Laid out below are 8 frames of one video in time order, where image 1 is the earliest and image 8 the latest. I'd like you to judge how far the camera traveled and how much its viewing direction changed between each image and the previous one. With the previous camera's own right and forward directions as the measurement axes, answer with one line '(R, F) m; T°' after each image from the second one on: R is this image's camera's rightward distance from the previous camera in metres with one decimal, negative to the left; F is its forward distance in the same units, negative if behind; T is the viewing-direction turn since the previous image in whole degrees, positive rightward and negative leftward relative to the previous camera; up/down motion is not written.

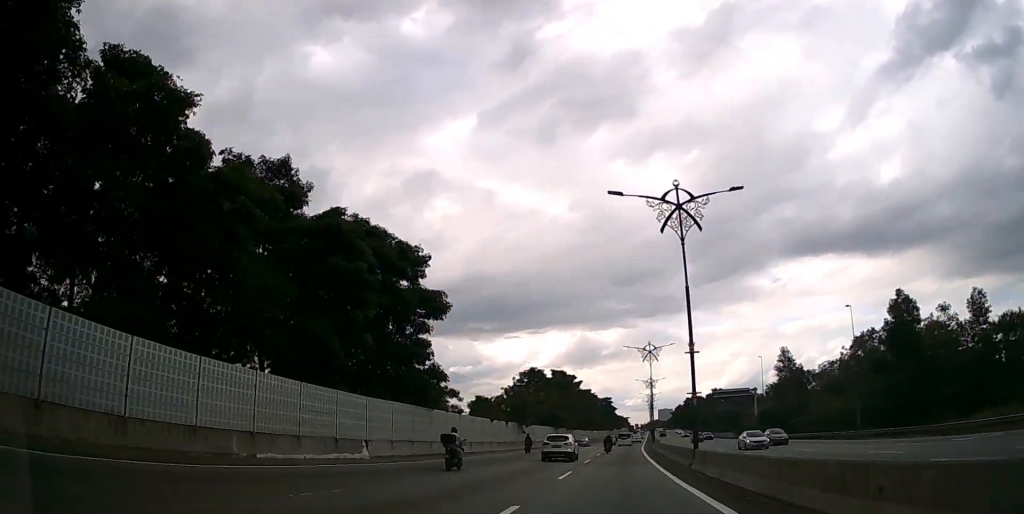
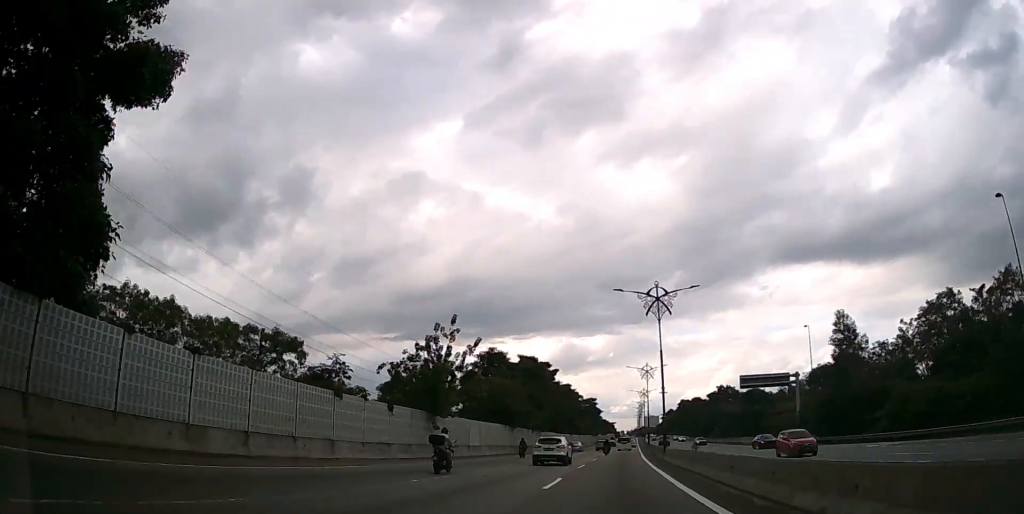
(+0.4, +27.5) m; +2°
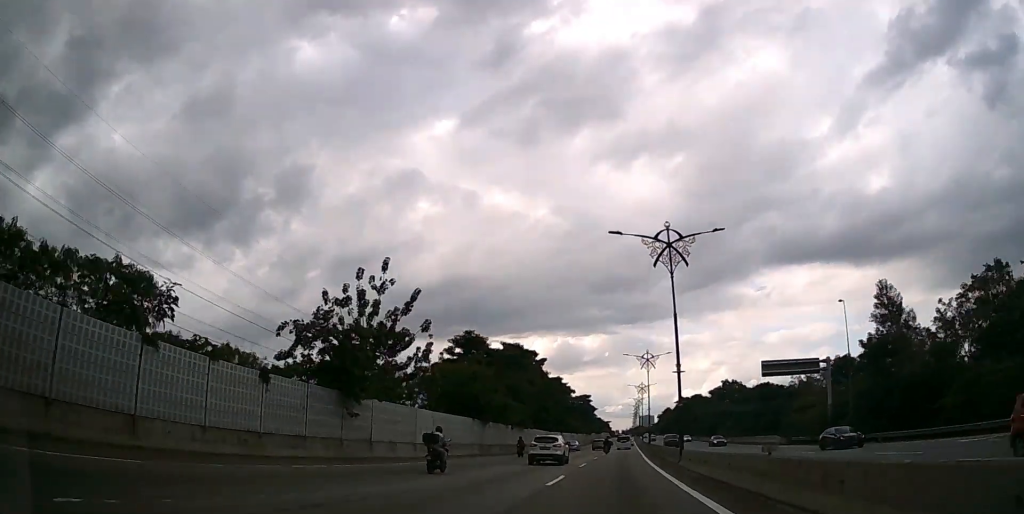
(0.0, +10.5) m; 0°
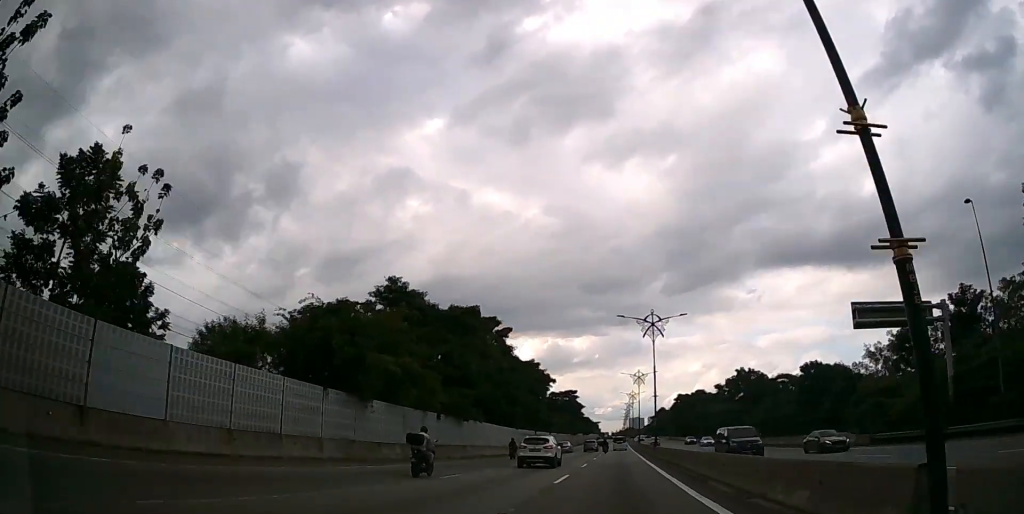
(+0.2, +19.4) m; +1°
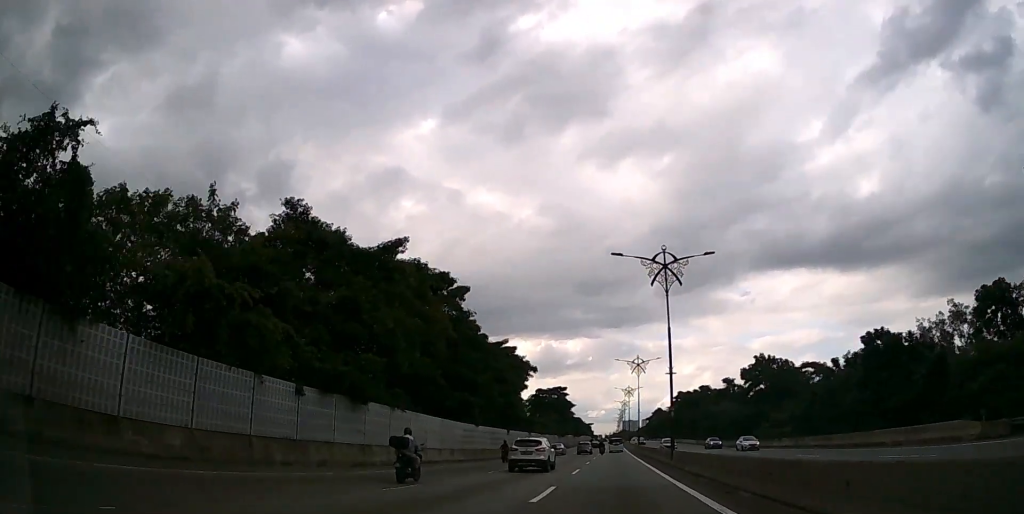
(+0.1, +16.6) m; +1°
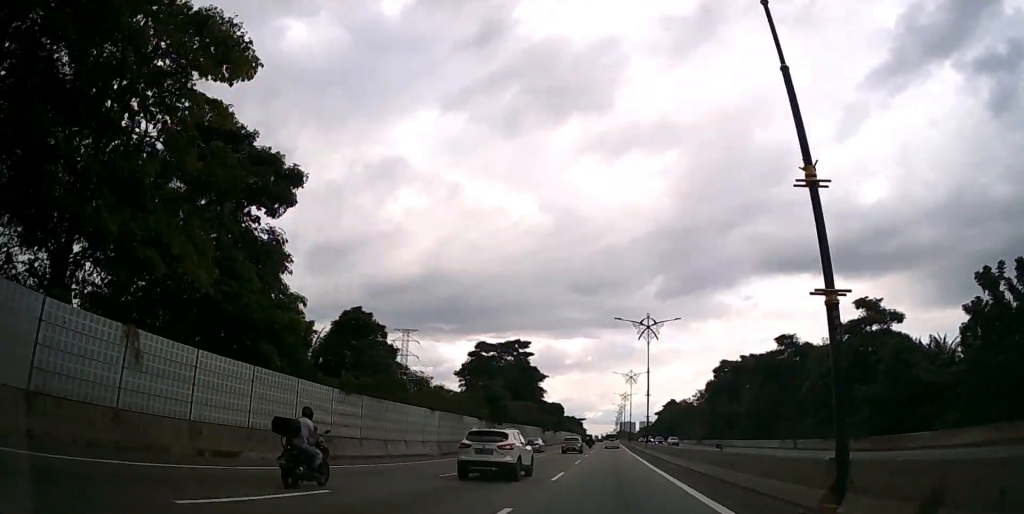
(+1.0, +66.6) m; +1°
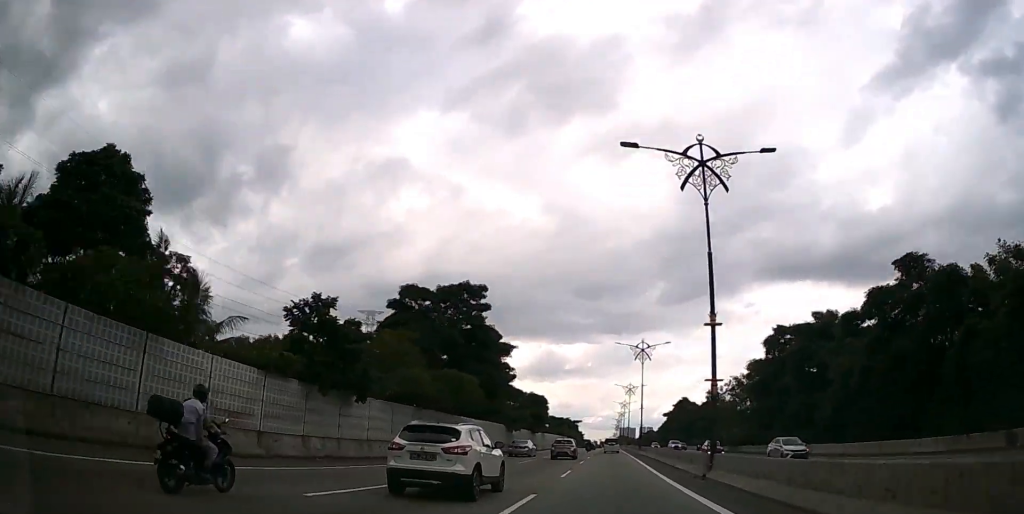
(-0.1, +31.6) m; 0°
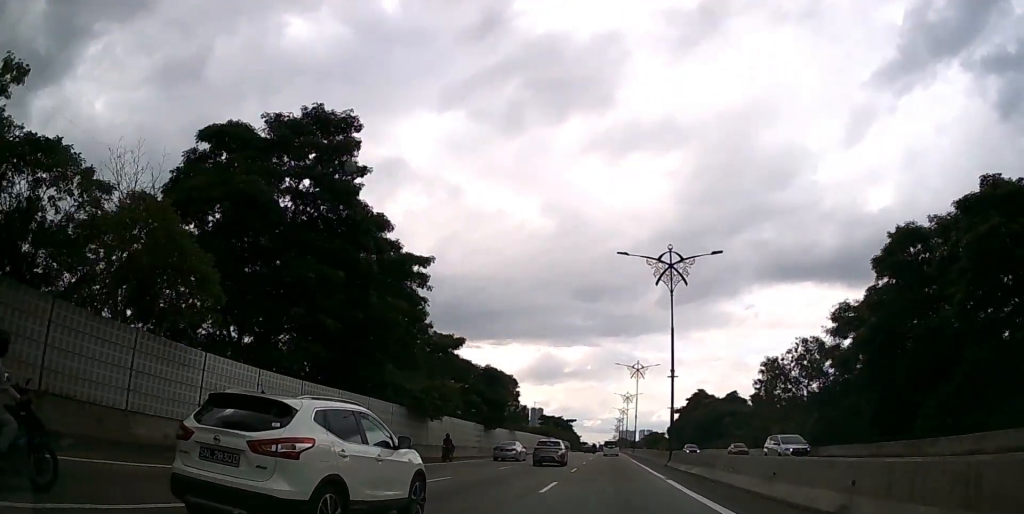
(0.0, +30.8) m; 0°
